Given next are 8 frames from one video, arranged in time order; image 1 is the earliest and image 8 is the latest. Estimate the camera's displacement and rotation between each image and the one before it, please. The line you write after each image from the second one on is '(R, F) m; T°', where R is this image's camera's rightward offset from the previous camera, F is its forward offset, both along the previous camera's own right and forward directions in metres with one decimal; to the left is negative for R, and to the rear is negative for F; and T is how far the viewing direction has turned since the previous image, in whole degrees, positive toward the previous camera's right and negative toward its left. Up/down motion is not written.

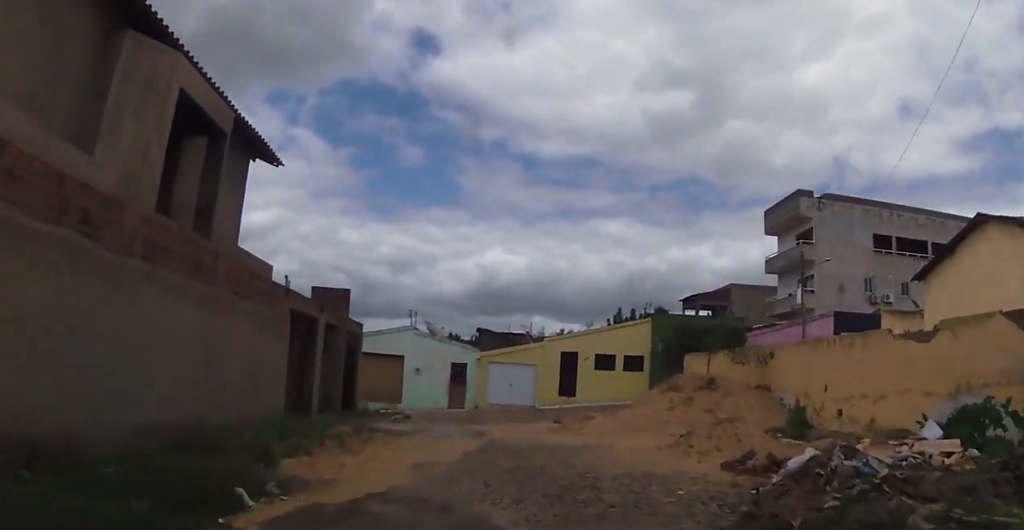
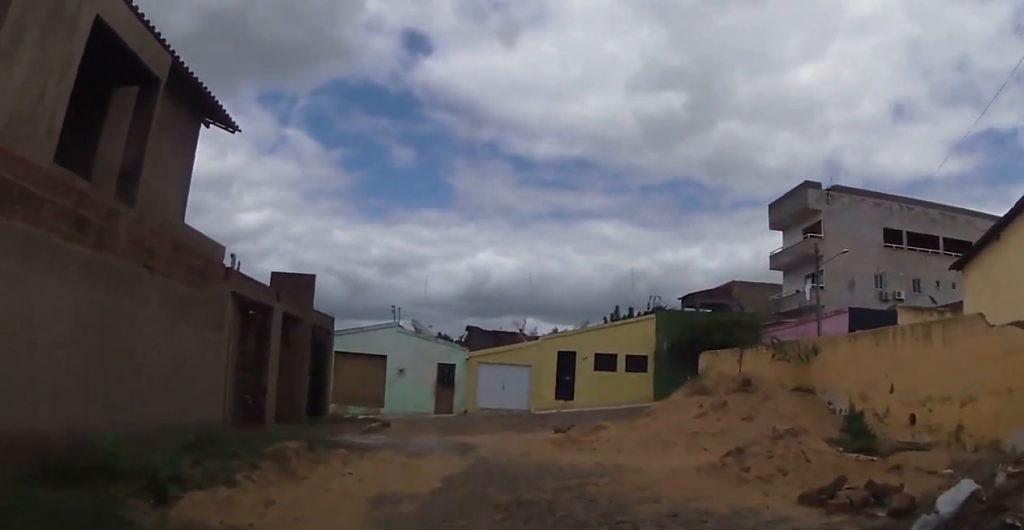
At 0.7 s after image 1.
(+0.3, +2.8) m; 0°
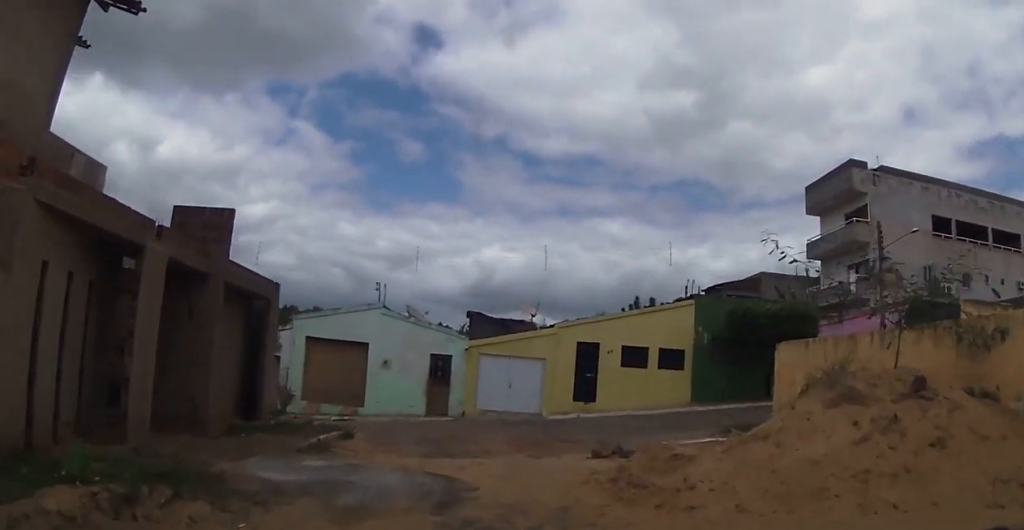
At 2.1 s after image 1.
(-0.3, +5.6) m; +1°
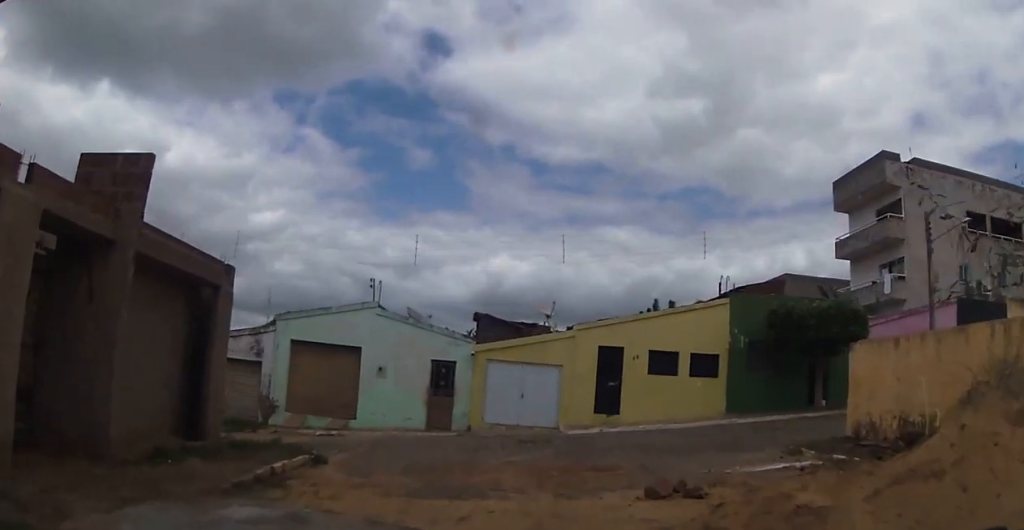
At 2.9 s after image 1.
(+0.2, +3.1) m; -2°
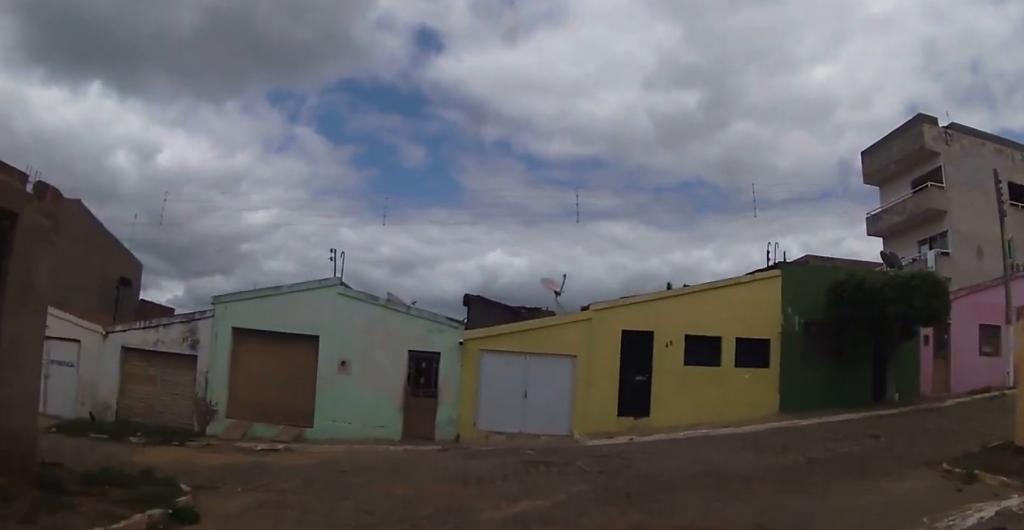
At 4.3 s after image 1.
(-0.6, +4.9) m; -7°
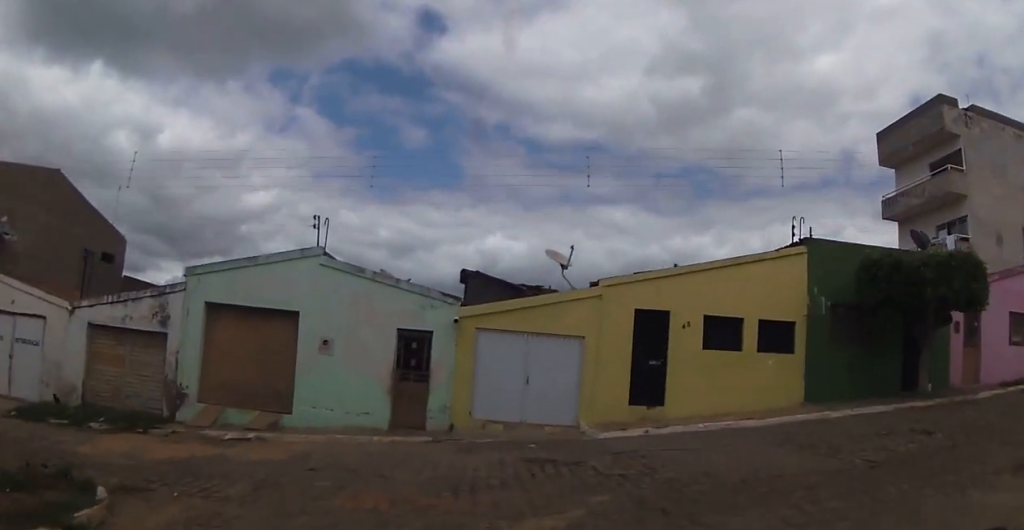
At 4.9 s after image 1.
(0.0, +1.7) m; 0°
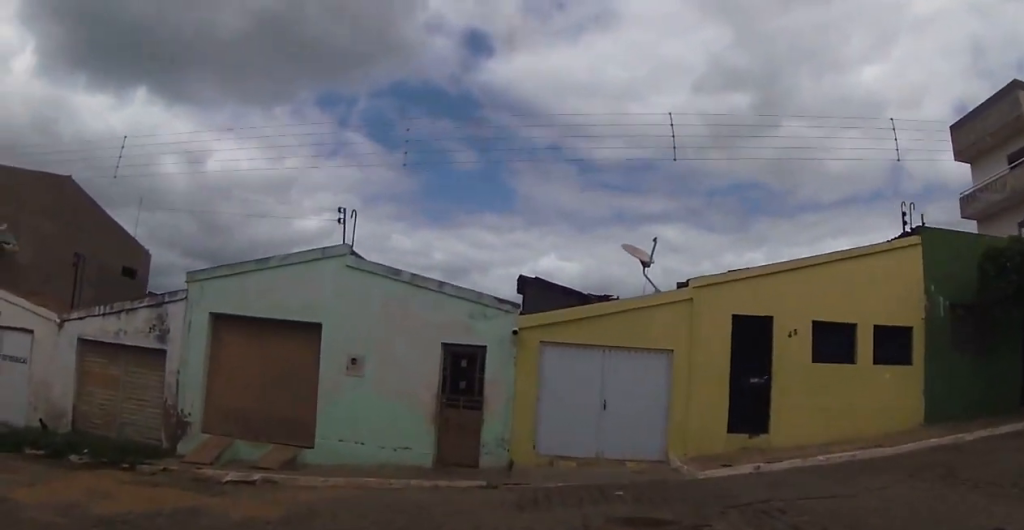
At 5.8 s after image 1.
(0.0, +3.1) m; -2°
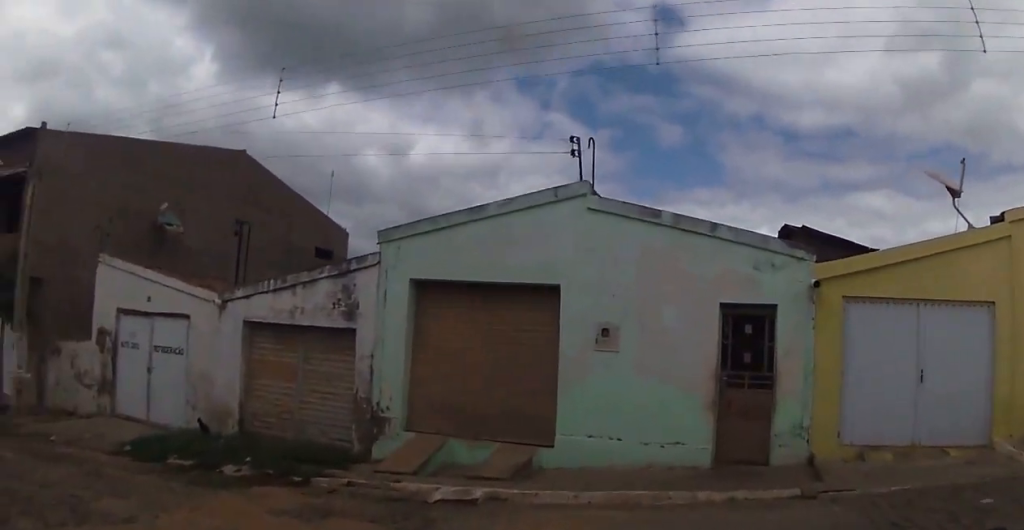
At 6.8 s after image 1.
(-0.1, +3.0) m; -15°
